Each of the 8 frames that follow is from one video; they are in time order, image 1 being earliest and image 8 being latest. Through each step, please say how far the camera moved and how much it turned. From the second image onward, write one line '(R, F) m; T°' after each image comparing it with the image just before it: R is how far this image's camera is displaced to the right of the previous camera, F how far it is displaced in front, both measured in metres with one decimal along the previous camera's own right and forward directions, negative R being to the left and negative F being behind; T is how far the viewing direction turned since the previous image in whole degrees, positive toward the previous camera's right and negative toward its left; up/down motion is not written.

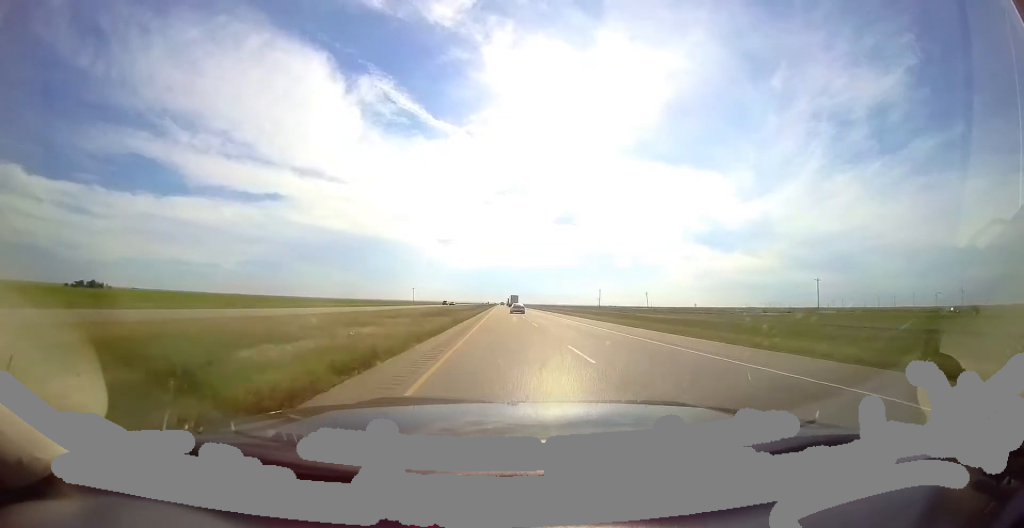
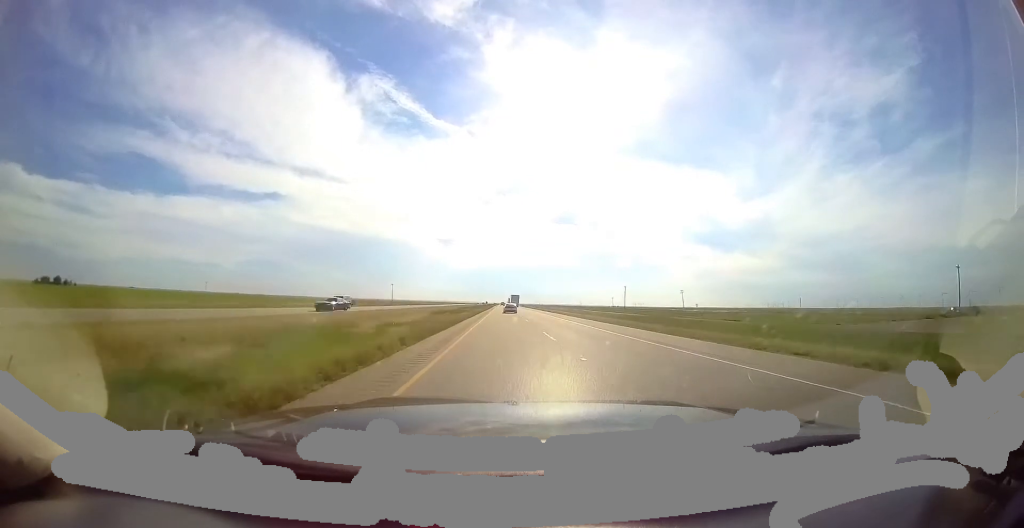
(-0.1, +43.3) m; 0°
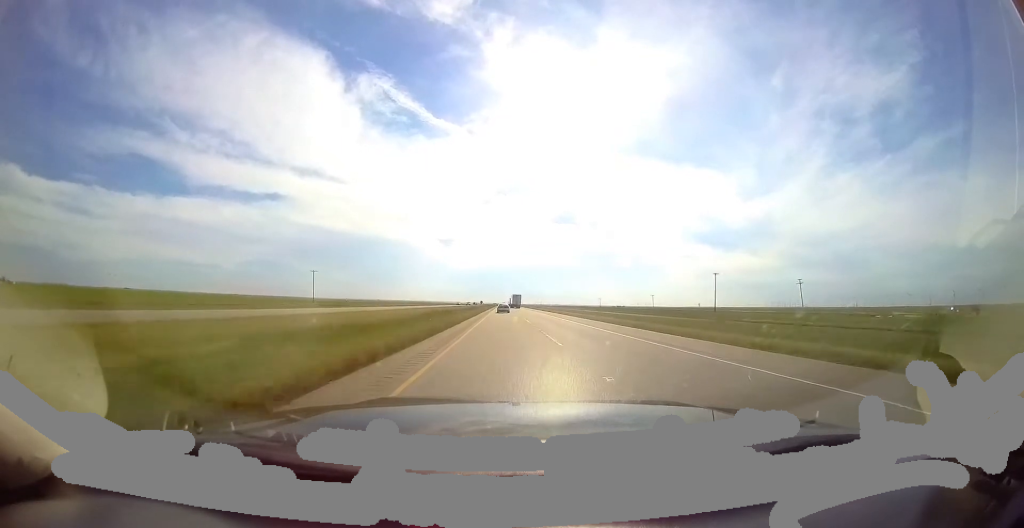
(-0.4, +75.1) m; 0°
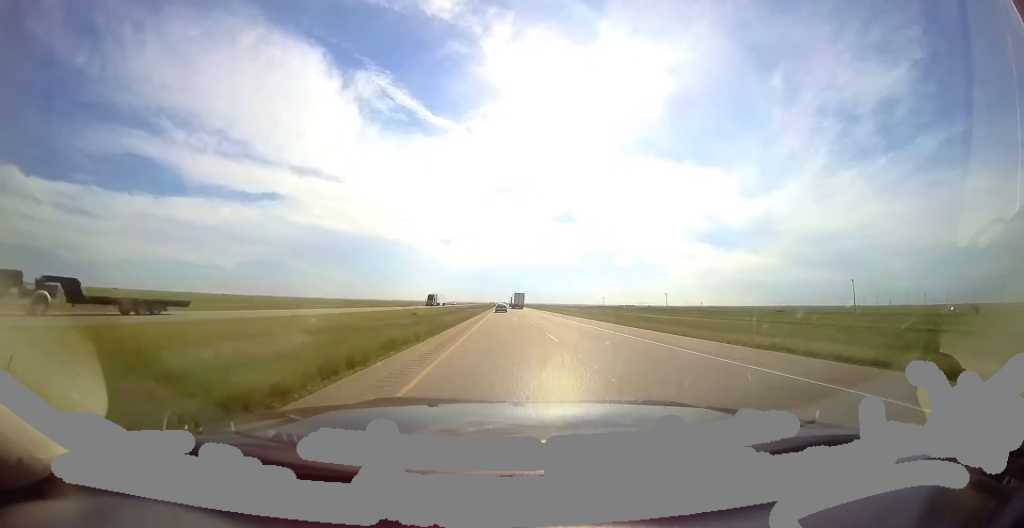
(+1.7, +132.0) m; +1°
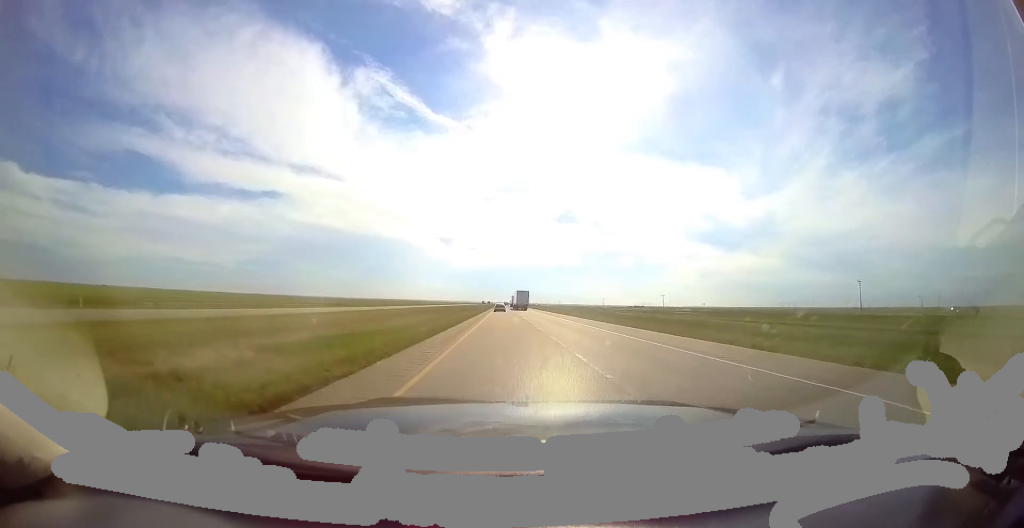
(-1.2, +117.0) m; 0°
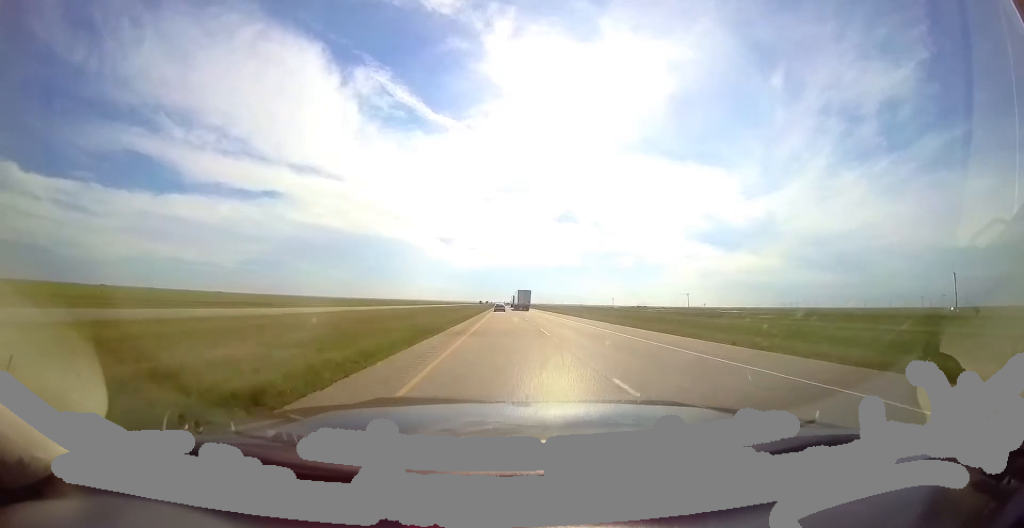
(+0.4, +27.6) m; 0°
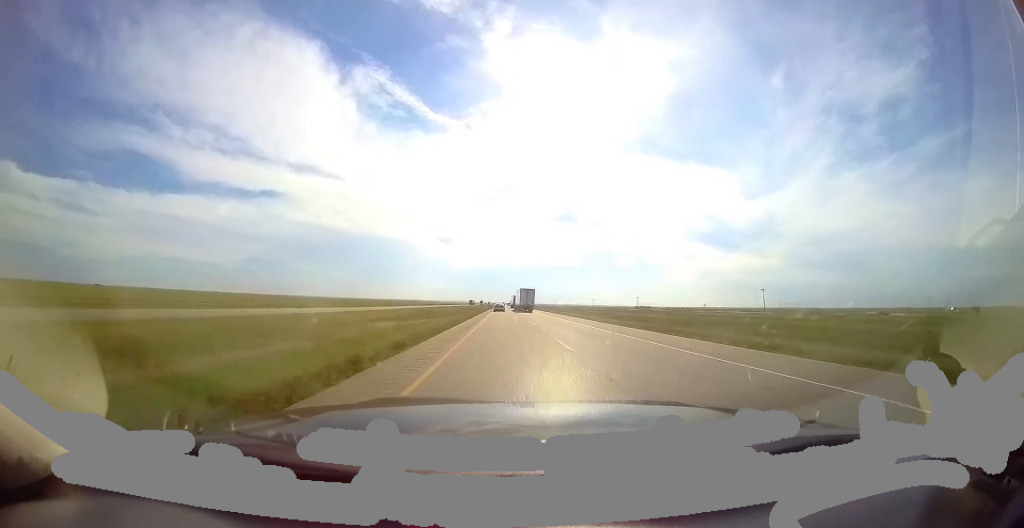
(+0.3, +55.3) m; 0°
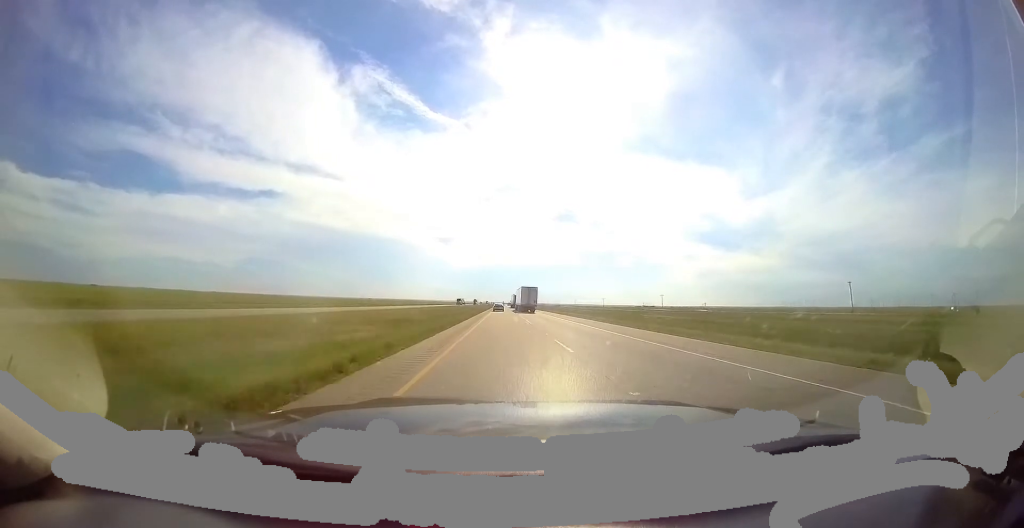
(-0.3, +36.9) m; 0°
